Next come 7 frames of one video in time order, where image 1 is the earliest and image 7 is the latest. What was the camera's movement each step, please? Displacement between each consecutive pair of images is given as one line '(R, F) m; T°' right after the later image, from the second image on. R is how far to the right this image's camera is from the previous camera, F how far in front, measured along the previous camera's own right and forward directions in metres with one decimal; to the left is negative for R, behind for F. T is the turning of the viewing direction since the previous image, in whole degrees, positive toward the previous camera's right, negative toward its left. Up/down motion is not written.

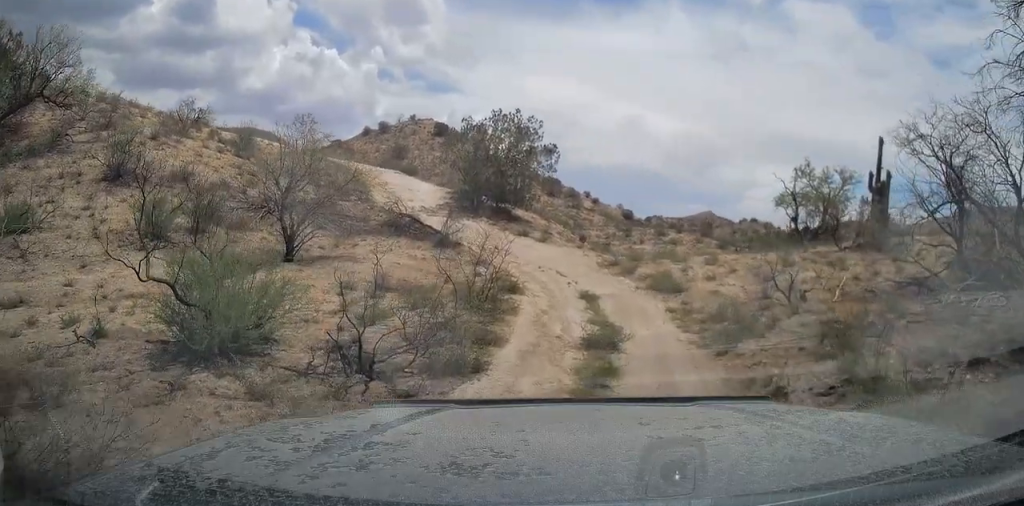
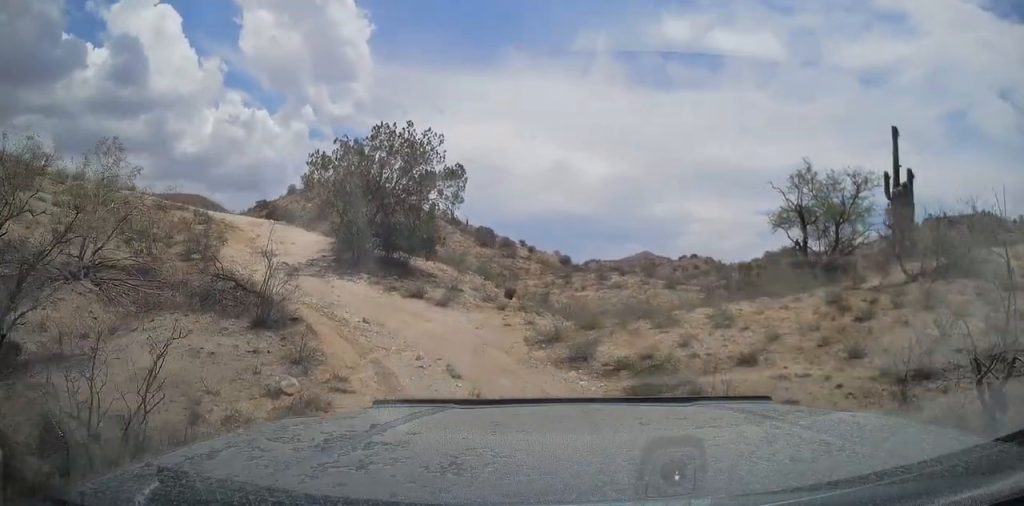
(+0.6, +8.9) m; +4°
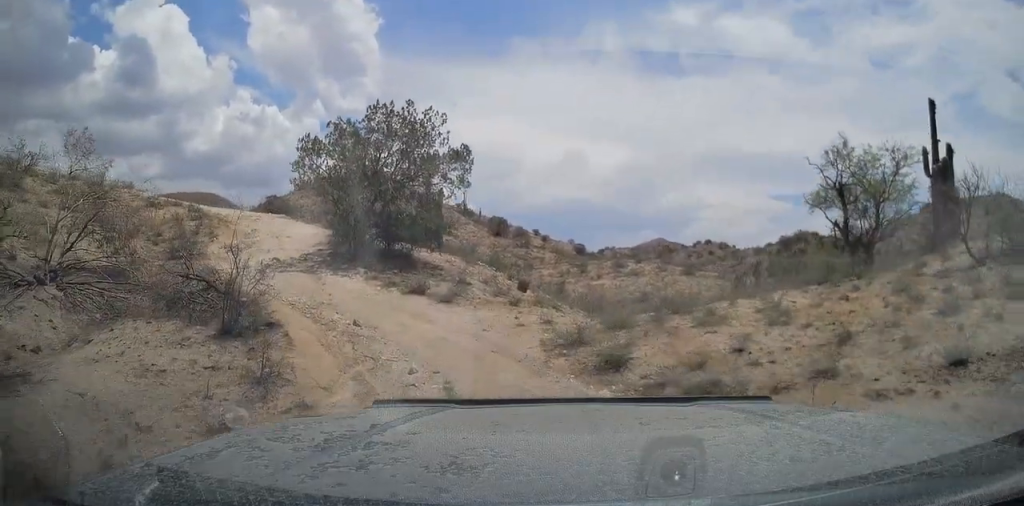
(0.0, +2.1) m; -2°
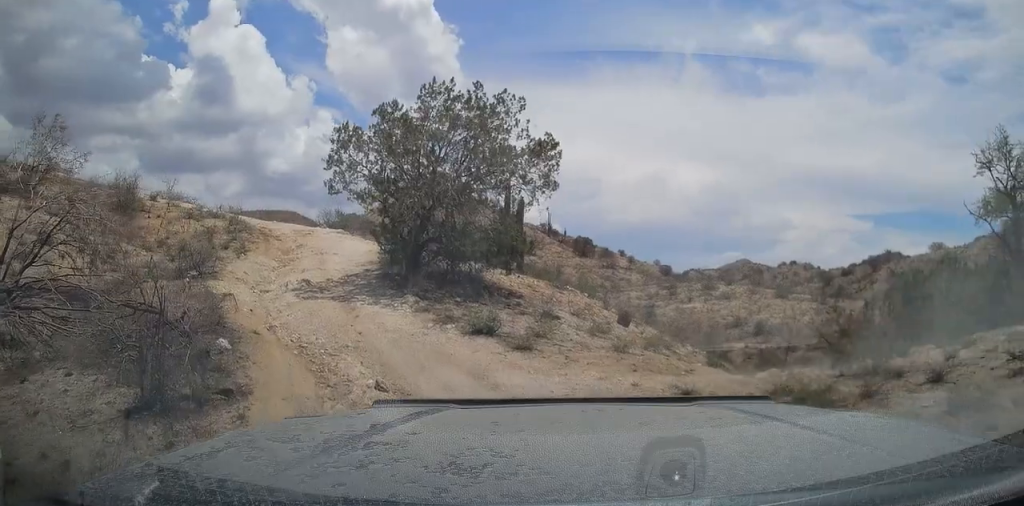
(-0.3, +4.6) m; -8°
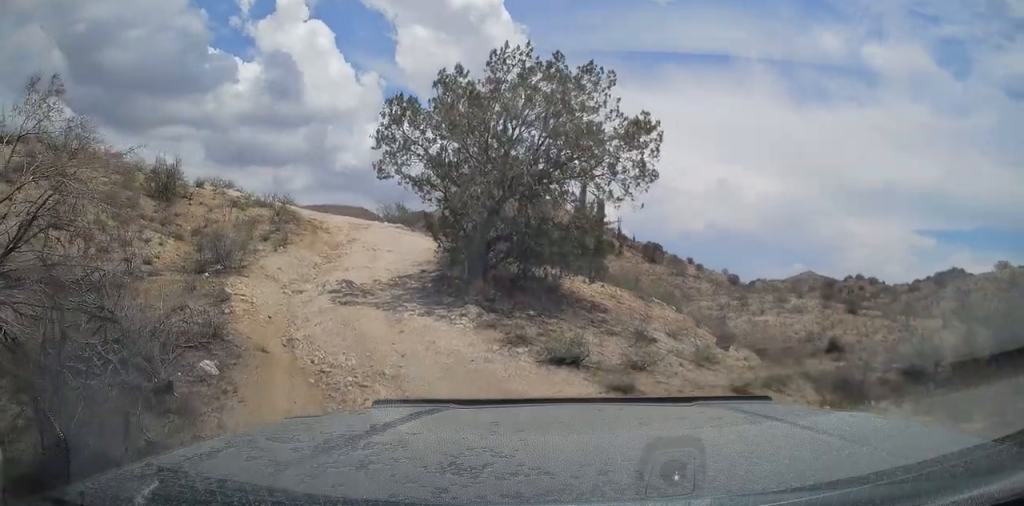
(-0.1, +2.7) m; -4°
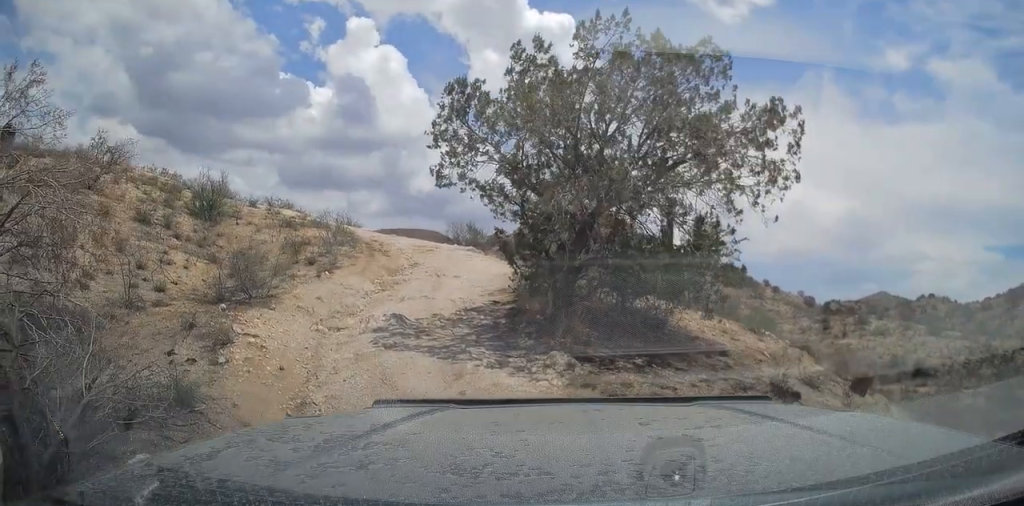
(-0.1, +2.9) m; -4°
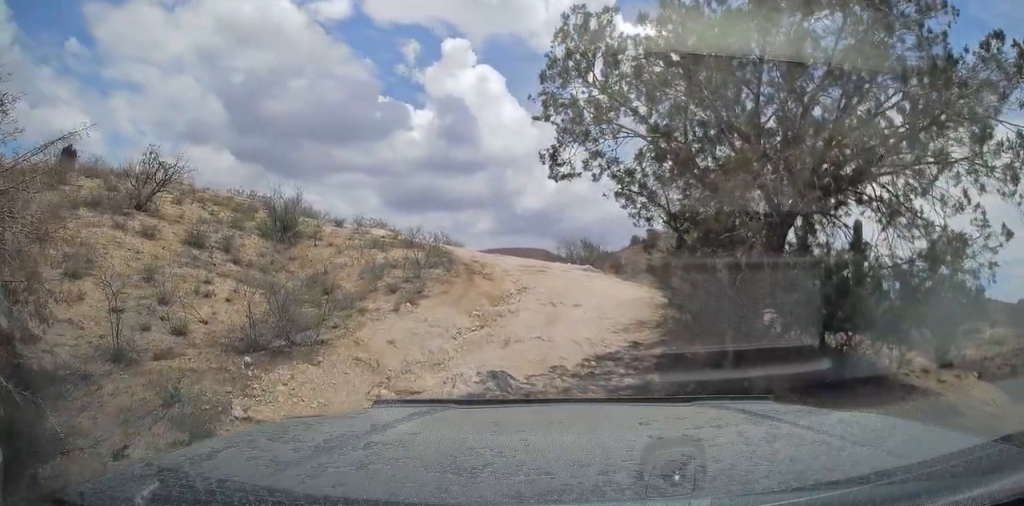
(-0.2, +3.9) m; -9°
